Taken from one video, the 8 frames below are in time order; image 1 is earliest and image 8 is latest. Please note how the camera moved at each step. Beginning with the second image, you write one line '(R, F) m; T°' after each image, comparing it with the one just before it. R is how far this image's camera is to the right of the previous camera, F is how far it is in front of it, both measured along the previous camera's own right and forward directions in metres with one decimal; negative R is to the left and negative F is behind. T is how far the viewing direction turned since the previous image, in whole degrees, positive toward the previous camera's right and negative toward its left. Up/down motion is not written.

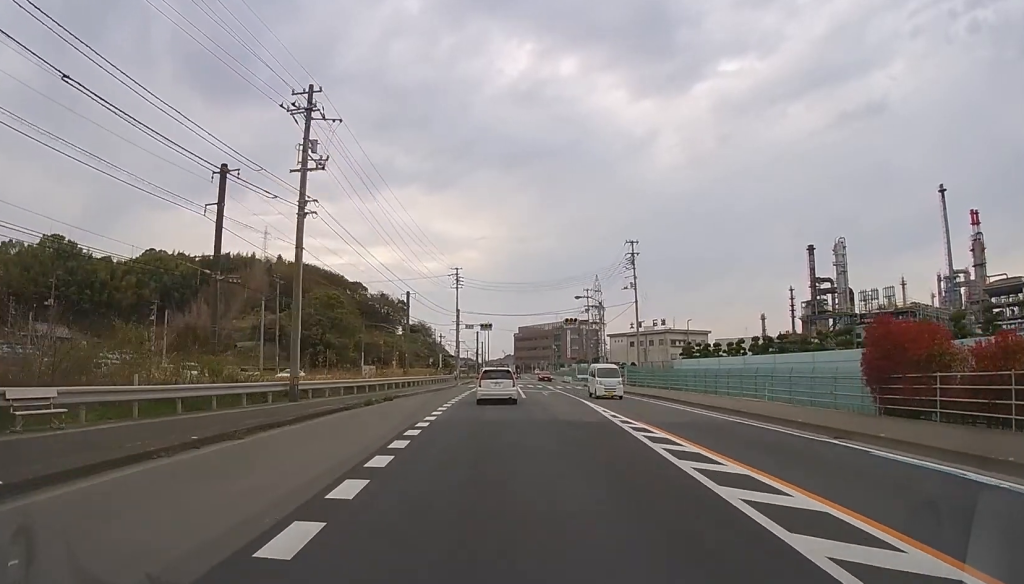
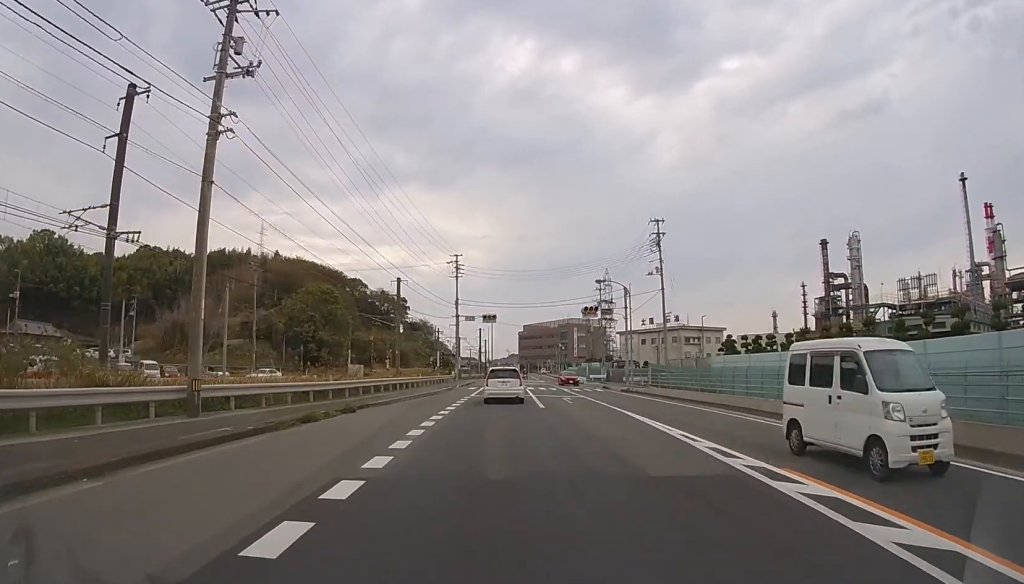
(0.0, +7.6) m; -1°
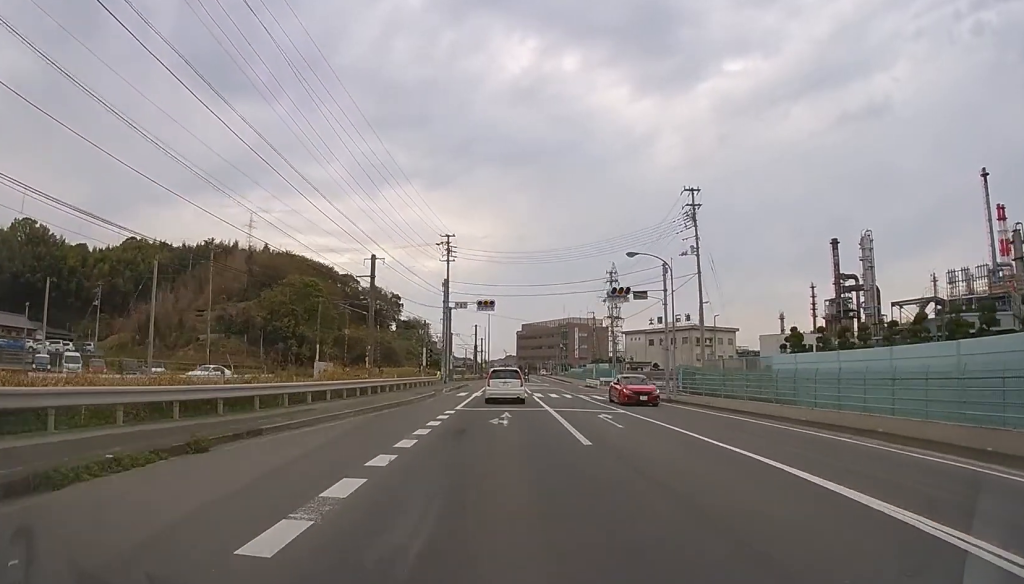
(-0.1, +9.9) m; 0°
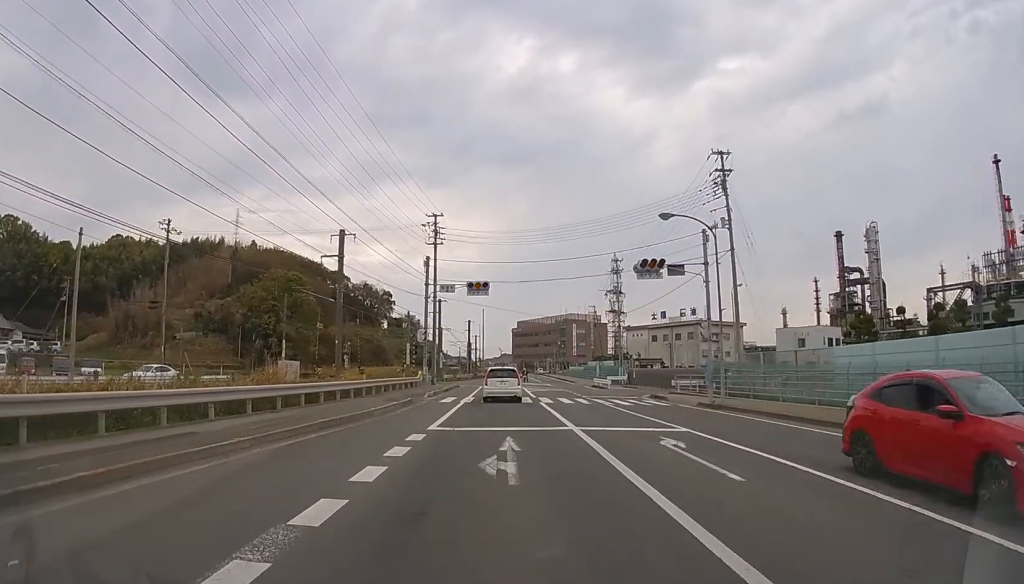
(0.0, +6.8) m; 0°
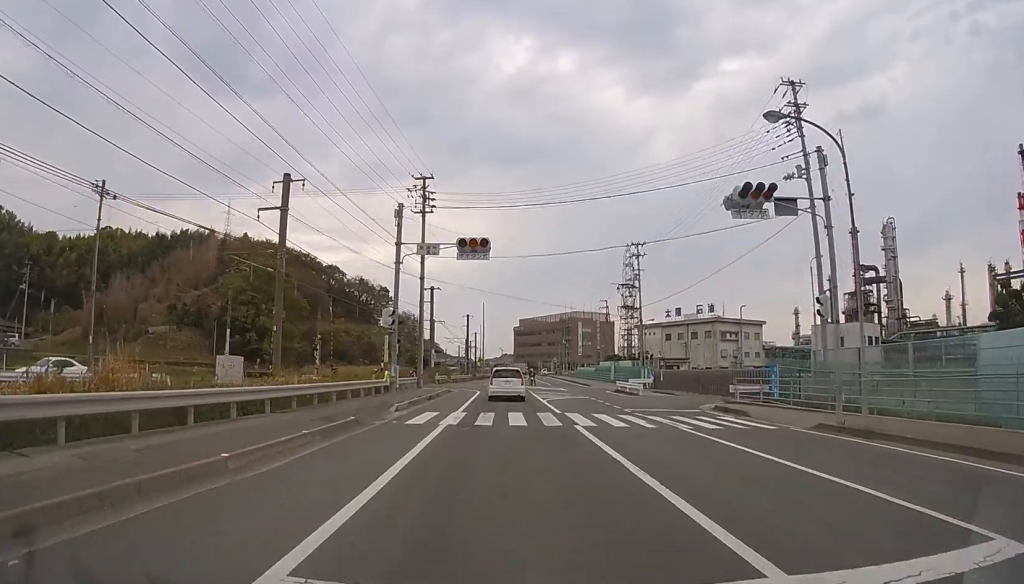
(0.0, +9.6) m; 0°
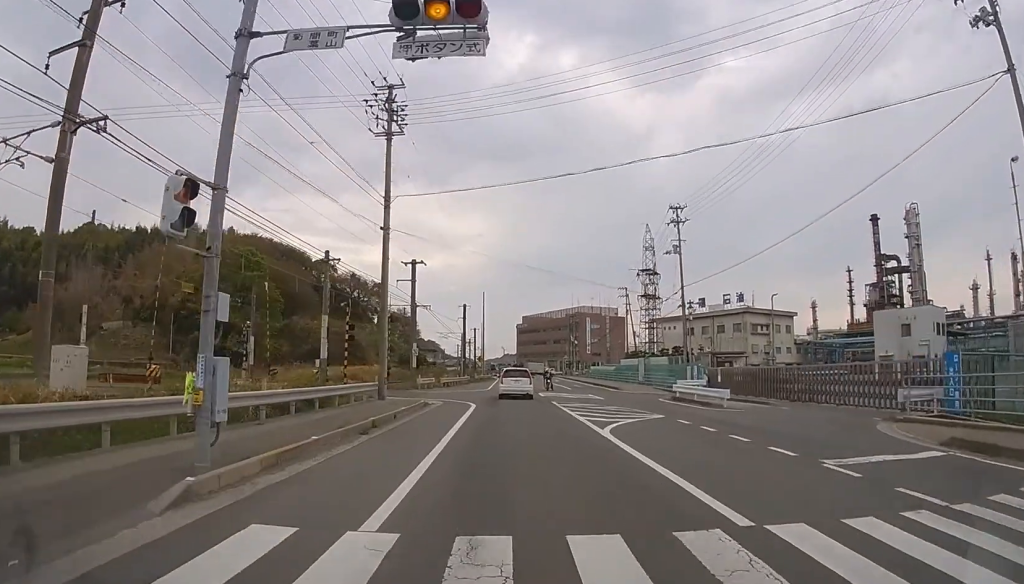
(0.0, +13.7) m; 0°
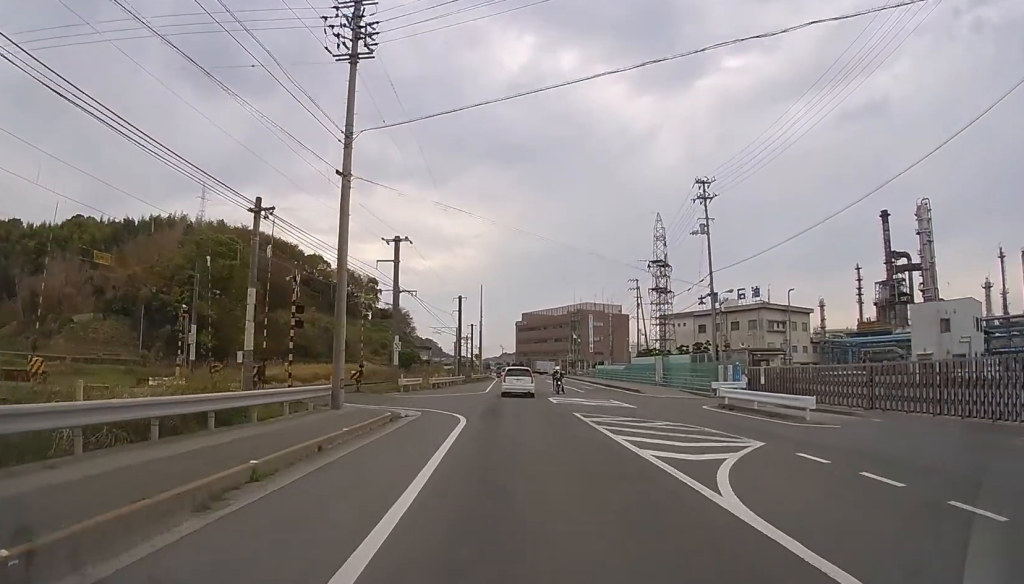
(0.0, +7.4) m; 0°
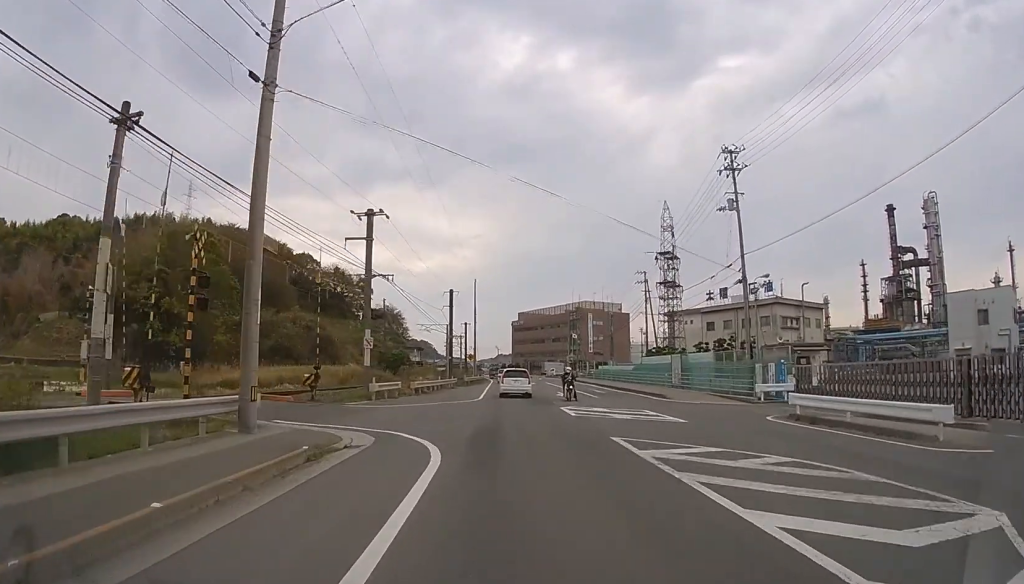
(0.0, +6.2) m; +1°
